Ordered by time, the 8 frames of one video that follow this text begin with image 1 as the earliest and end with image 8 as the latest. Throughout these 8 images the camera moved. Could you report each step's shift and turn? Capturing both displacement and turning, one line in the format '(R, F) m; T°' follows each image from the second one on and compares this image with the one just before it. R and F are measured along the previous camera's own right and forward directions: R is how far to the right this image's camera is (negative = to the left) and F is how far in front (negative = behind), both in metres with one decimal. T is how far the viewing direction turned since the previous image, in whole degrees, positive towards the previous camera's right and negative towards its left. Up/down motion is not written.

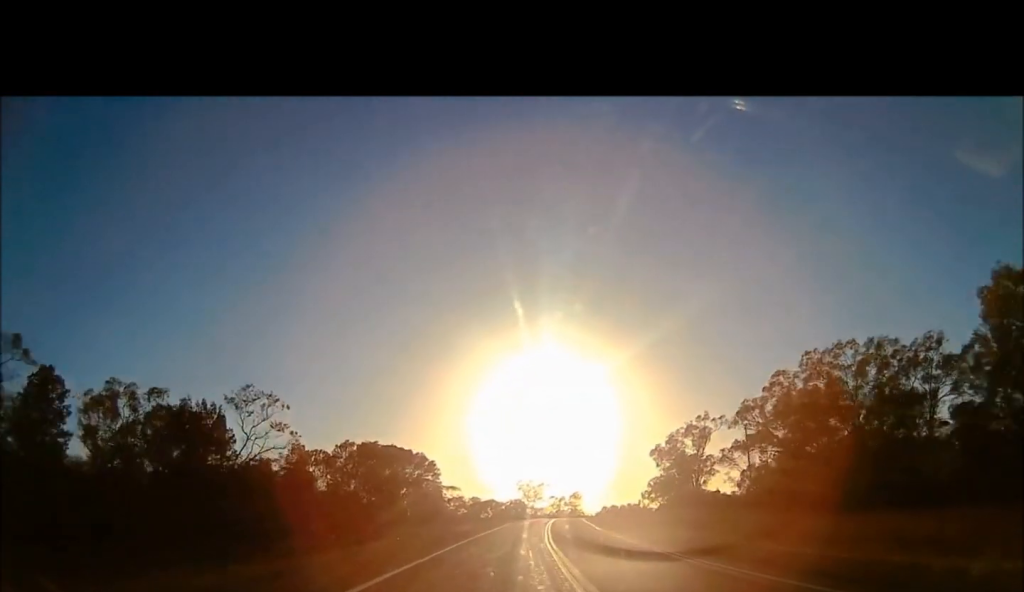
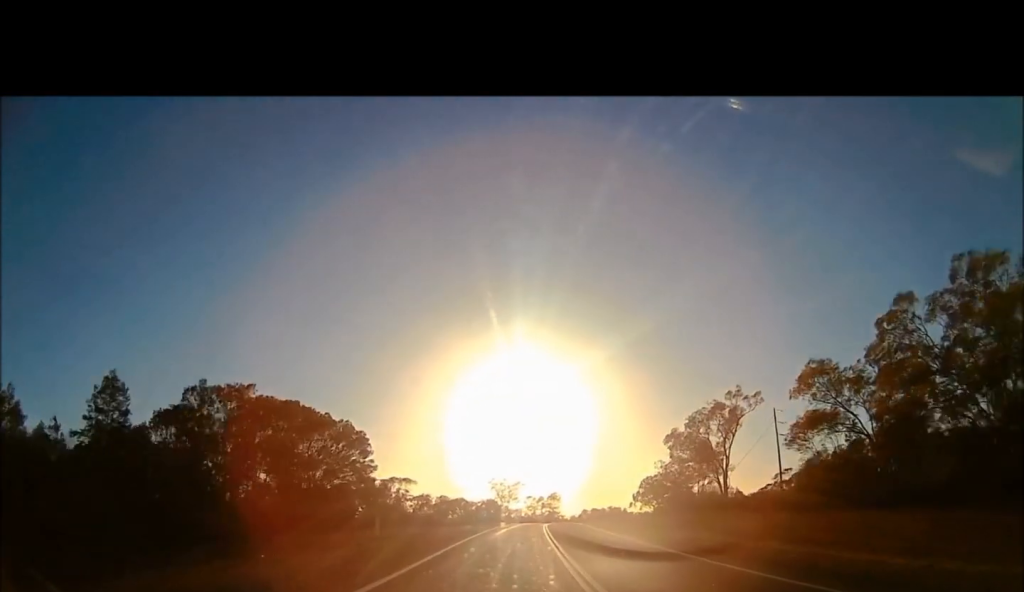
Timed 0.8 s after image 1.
(+1.0, +25.4) m; +4°
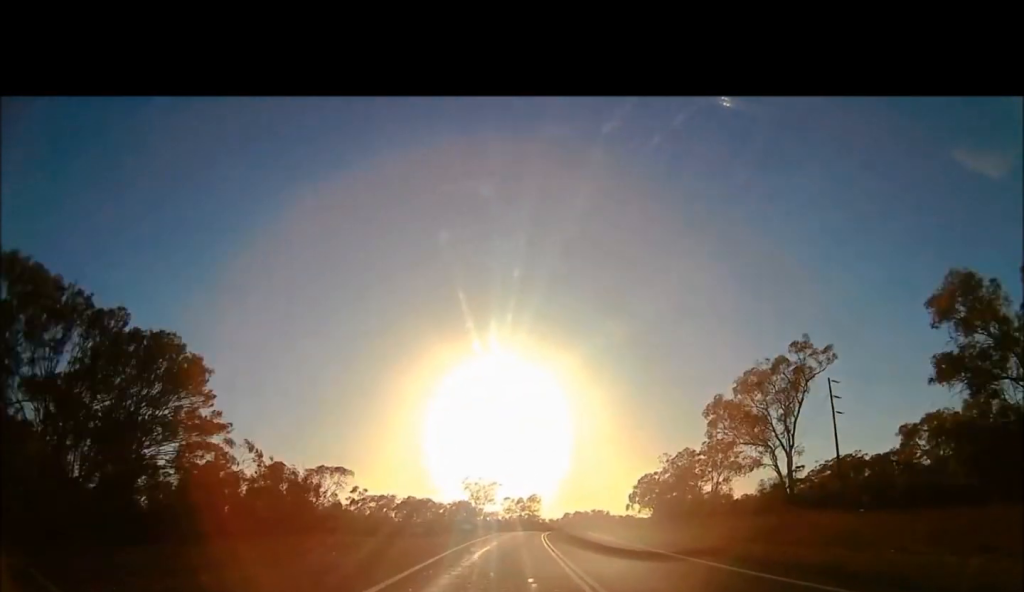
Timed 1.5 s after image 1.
(+1.0, +25.3) m; +3°
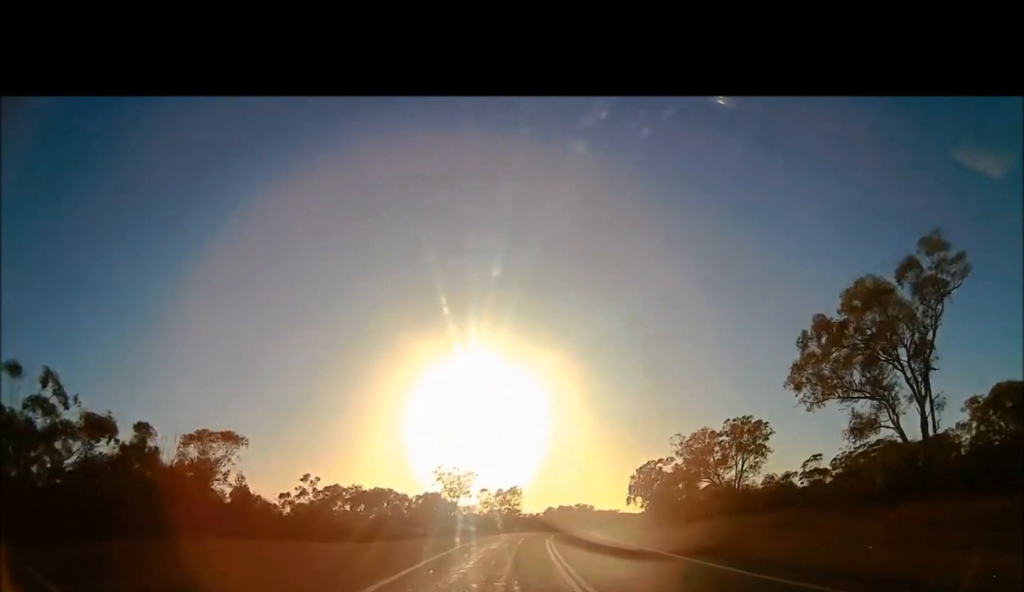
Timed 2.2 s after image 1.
(+0.6, +23.0) m; +2°
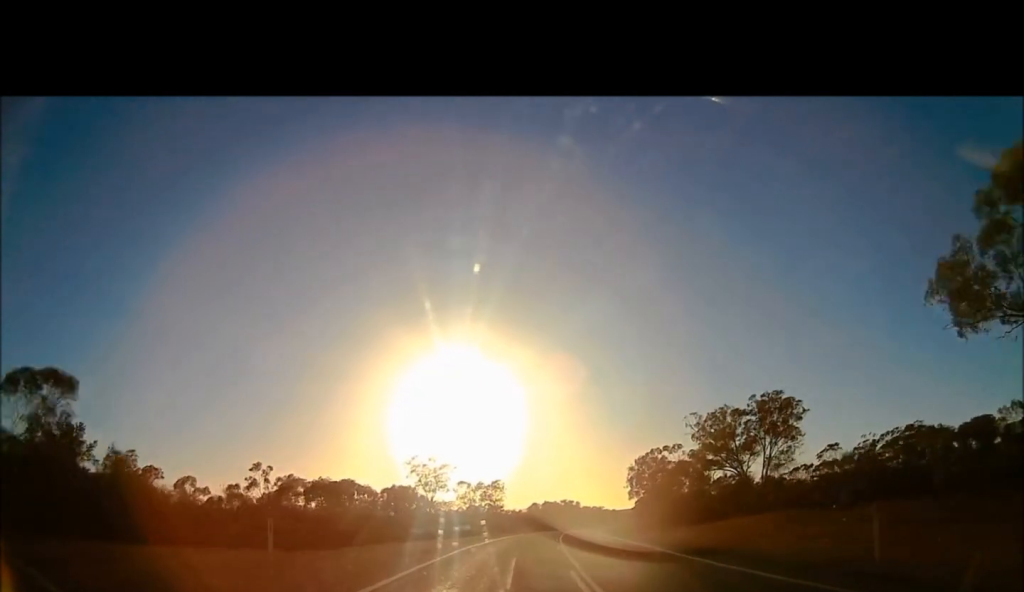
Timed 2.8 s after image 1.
(-0.1, +17.3) m; +1°
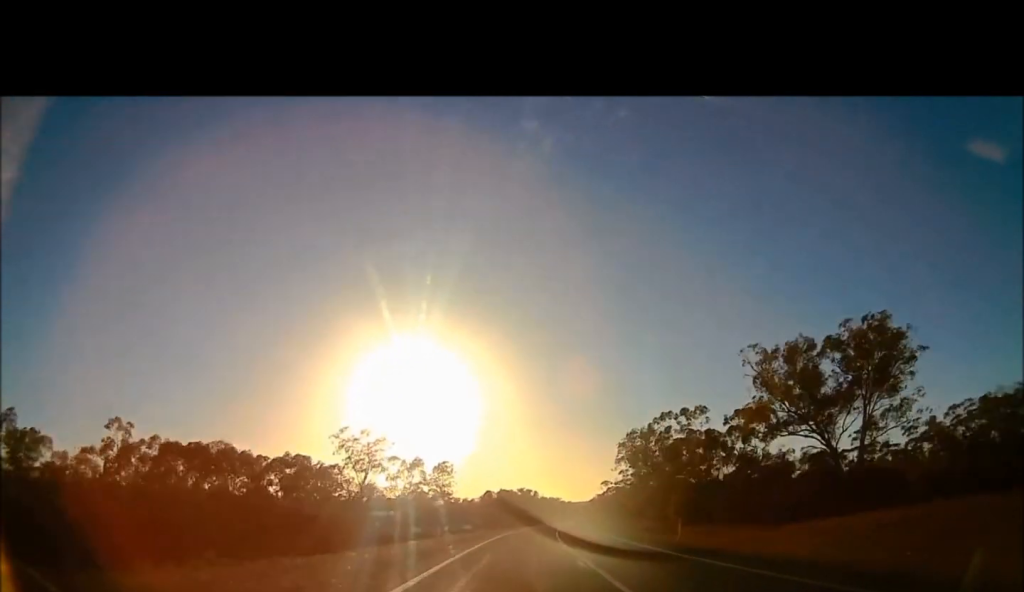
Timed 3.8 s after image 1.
(+1.1, +32.2) m; +4°
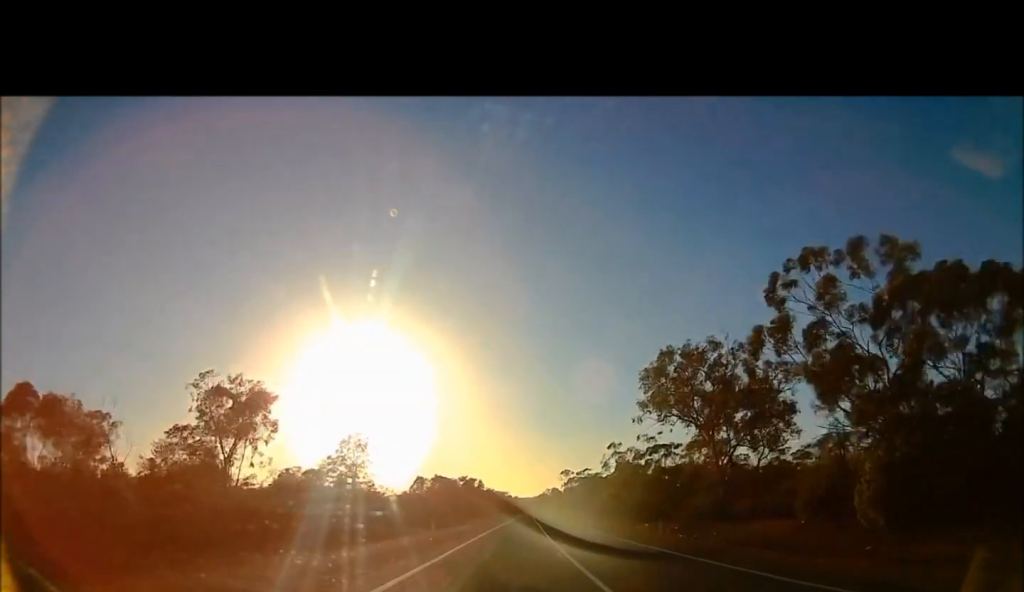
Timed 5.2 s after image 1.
(+2.6, +43.7) m; +7°
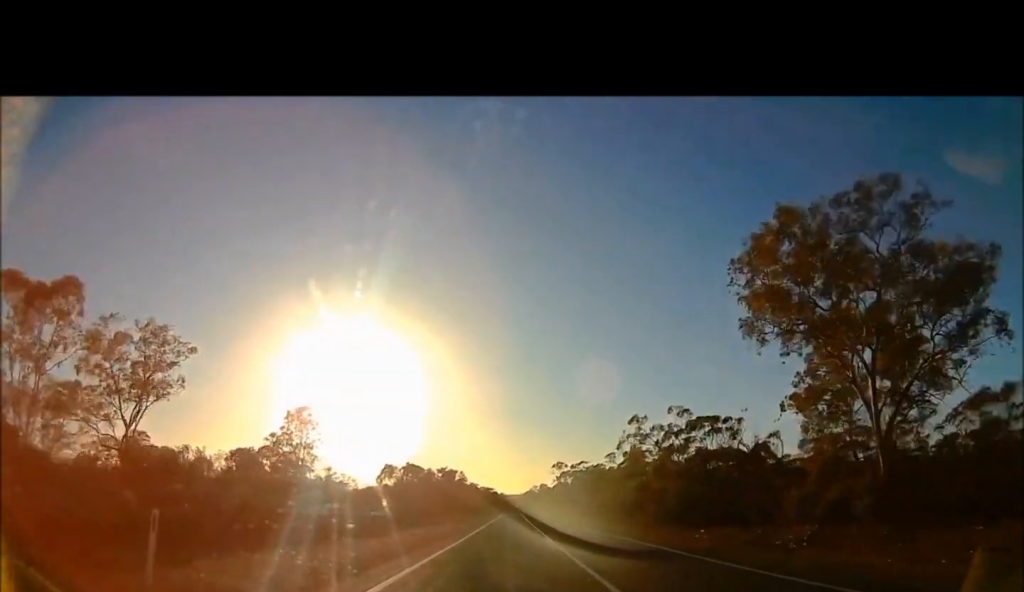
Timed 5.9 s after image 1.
(+1.1, +22.0) m; +3°
